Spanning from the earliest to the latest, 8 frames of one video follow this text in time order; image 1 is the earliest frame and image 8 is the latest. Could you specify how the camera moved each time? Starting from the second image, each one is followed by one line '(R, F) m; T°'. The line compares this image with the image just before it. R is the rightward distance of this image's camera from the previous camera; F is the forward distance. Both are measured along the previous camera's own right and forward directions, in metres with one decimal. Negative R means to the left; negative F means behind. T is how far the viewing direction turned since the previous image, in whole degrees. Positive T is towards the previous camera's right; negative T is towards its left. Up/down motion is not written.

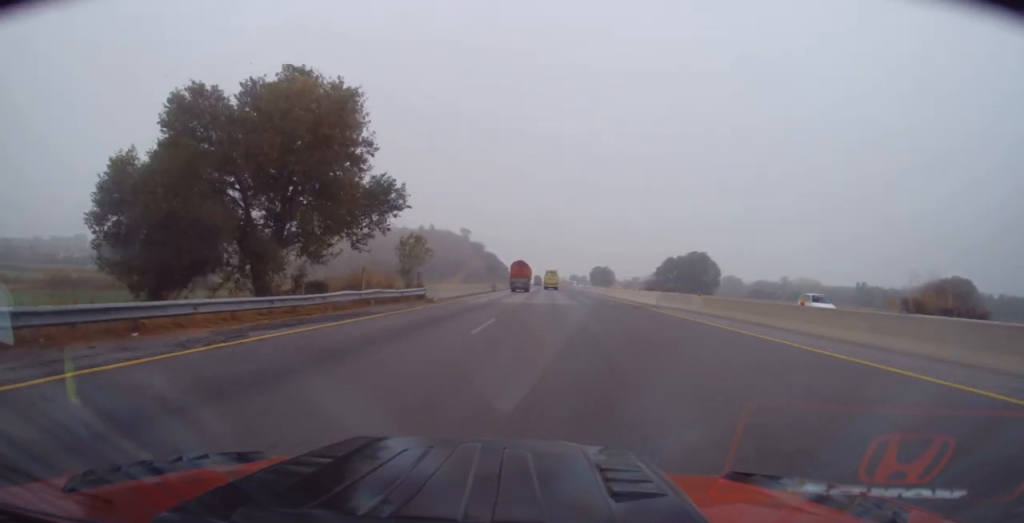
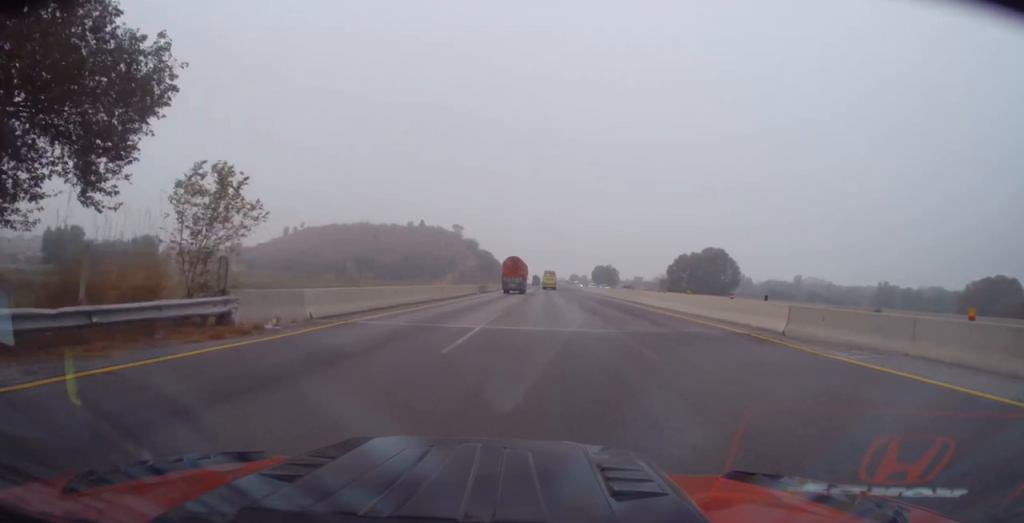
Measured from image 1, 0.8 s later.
(+0.2, +21.2) m; +1°
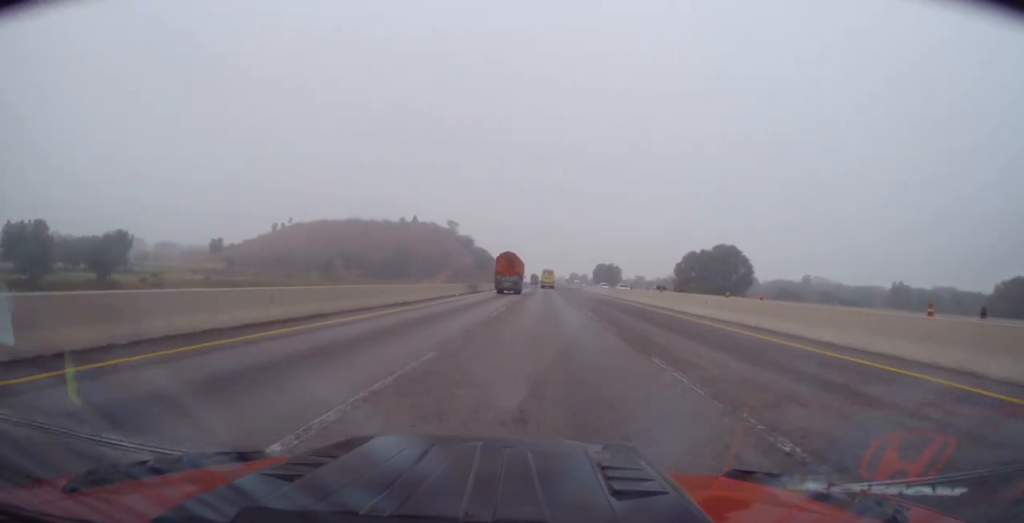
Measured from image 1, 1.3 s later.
(+0.3, +12.7) m; 0°
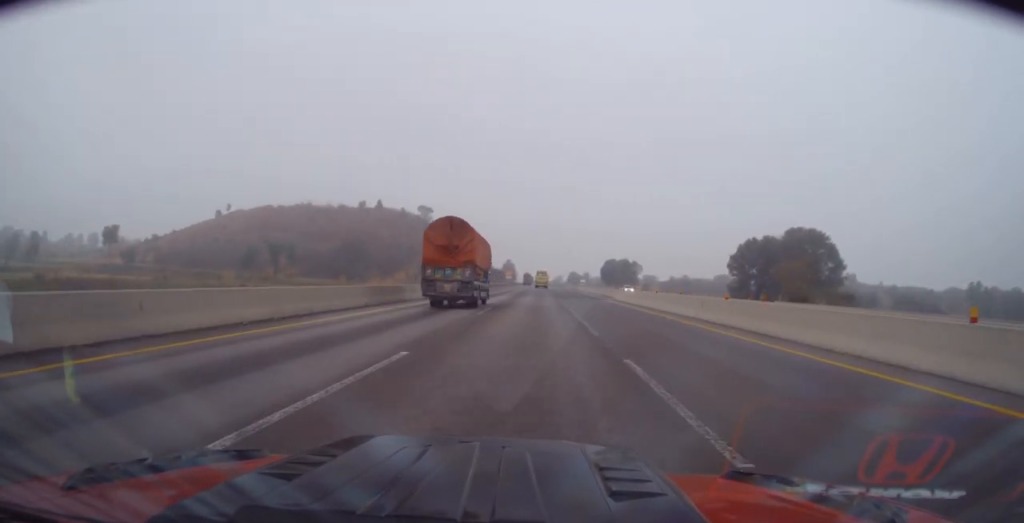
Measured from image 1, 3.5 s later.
(0.0, +54.0) m; 0°
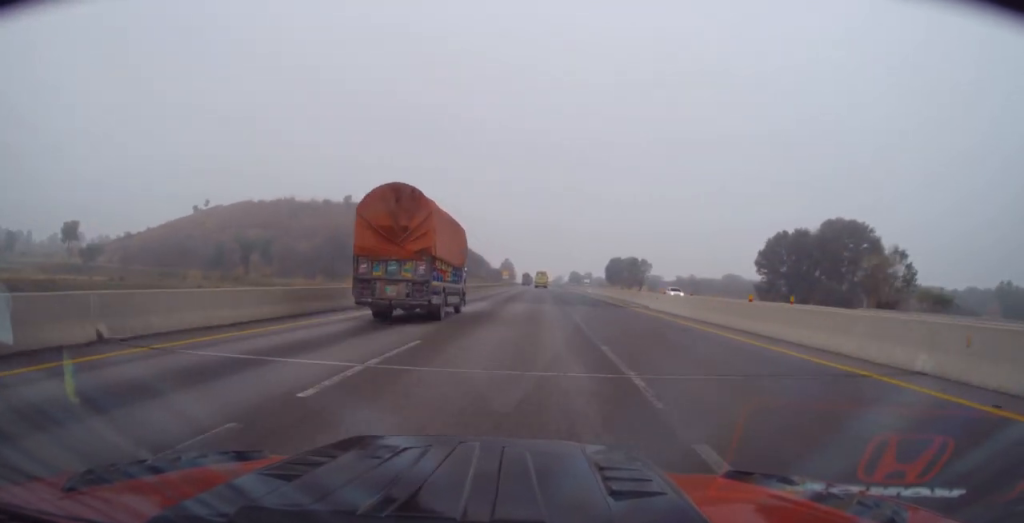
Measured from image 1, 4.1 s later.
(-0.4, +15.9) m; 0°
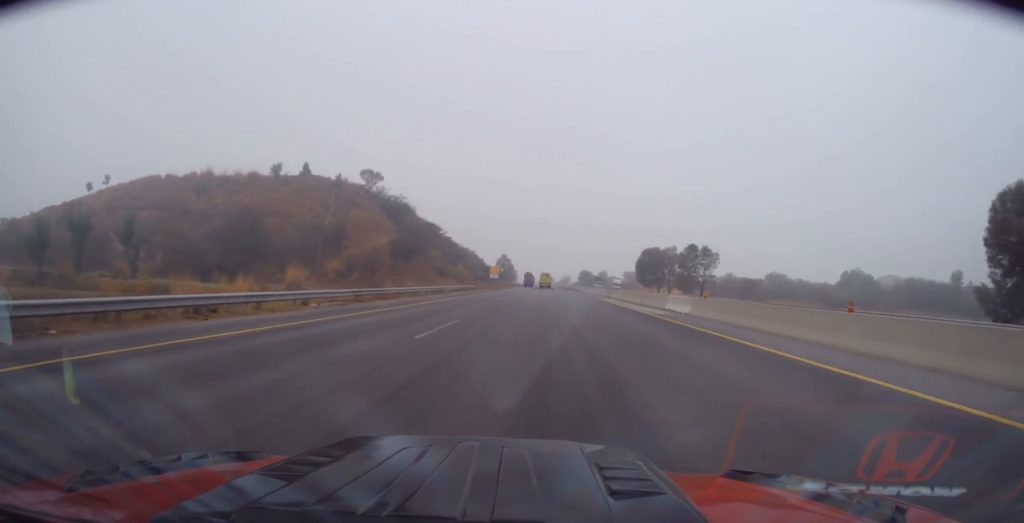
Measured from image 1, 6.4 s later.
(-0.4, +57.1) m; 0°
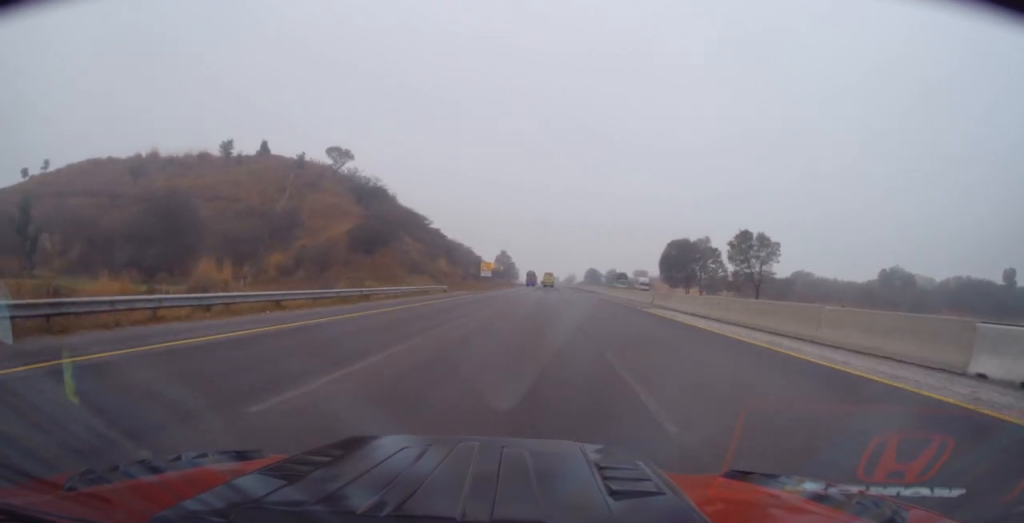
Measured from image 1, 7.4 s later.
(+0.4, +25.3) m; +1°
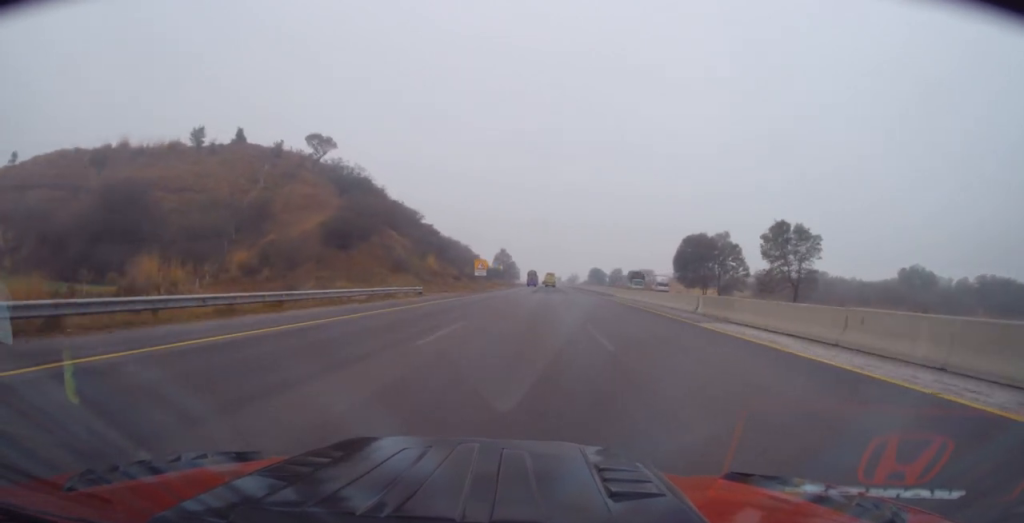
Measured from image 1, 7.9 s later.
(-0.1, +11.4) m; 0°
